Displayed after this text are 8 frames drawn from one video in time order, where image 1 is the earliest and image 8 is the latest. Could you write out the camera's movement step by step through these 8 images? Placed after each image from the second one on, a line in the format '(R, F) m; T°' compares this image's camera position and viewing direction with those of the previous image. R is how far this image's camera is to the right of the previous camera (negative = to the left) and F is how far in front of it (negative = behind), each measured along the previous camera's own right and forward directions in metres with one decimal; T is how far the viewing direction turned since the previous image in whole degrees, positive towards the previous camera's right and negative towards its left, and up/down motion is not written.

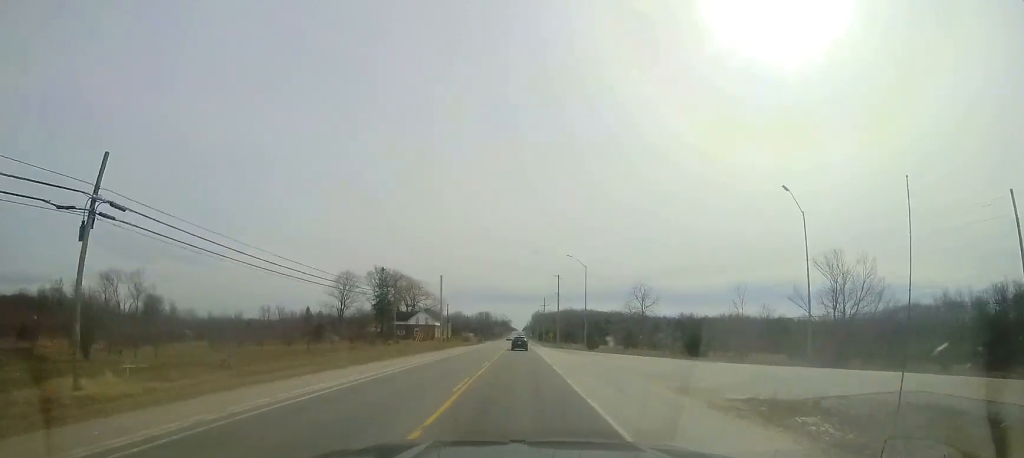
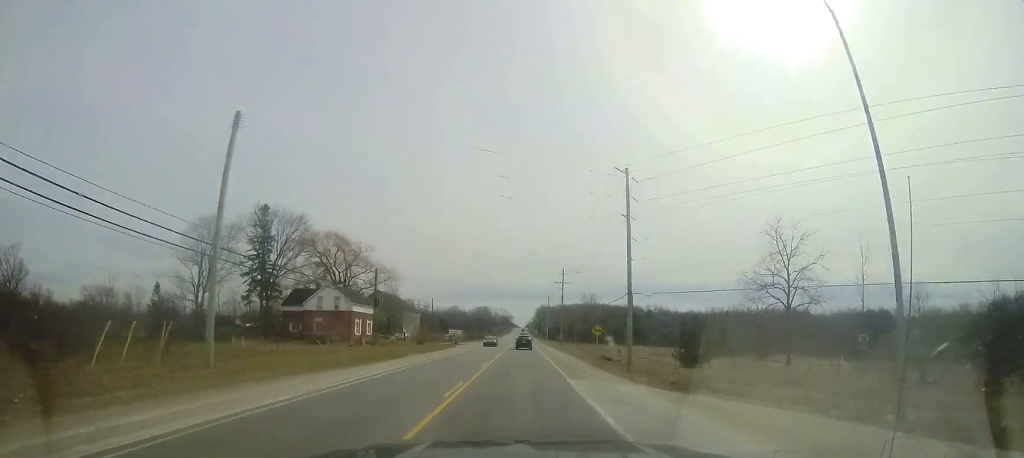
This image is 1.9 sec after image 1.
(-0.7, +47.1) m; -1°
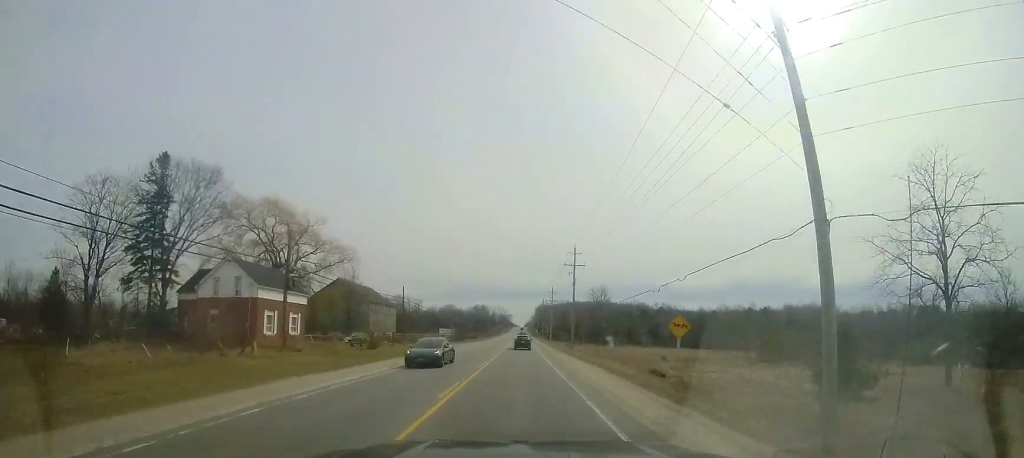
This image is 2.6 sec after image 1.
(0.0, +17.5) m; 0°
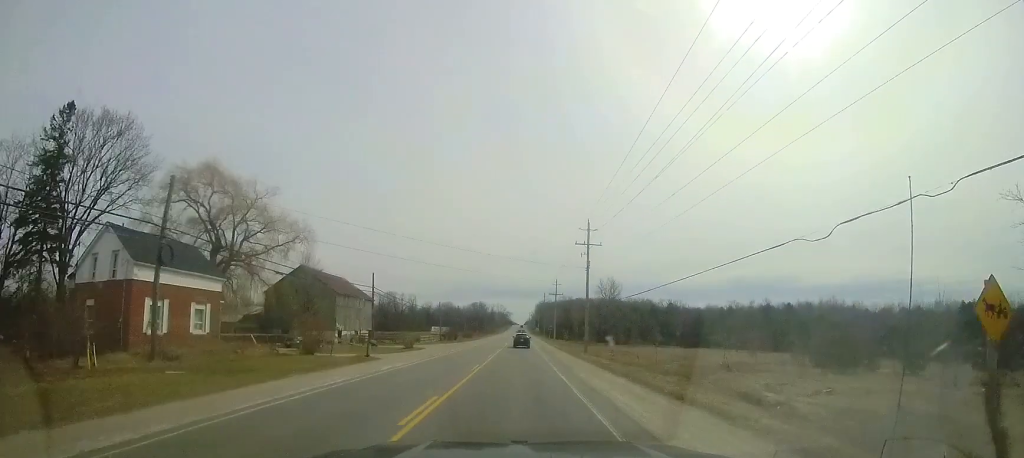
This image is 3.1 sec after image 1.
(0.0, +11.7) m; 0°
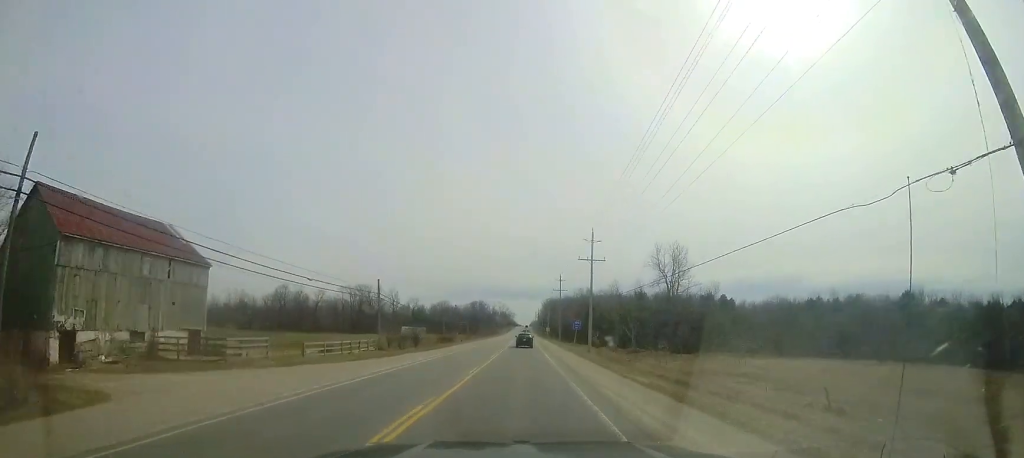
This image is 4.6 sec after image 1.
(0.0, +38.3) m; 0°
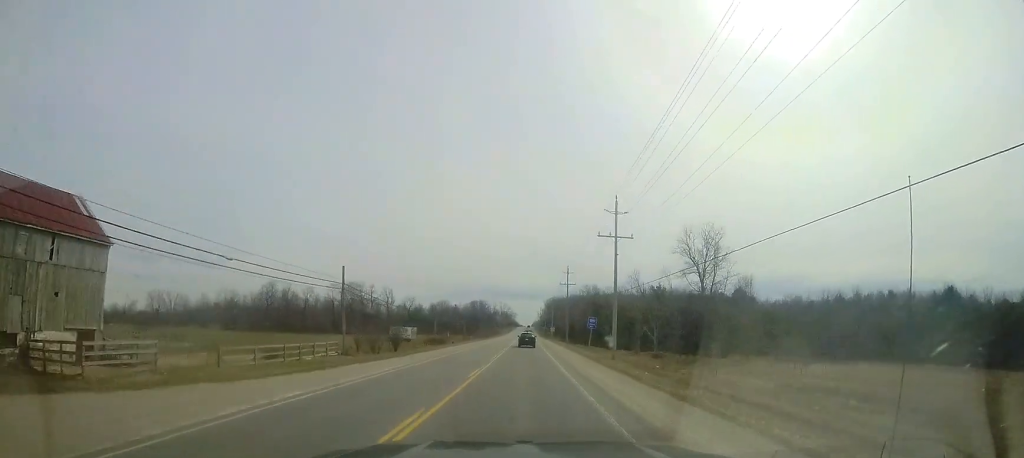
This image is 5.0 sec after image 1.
(0.0, +10.0) m; 0°
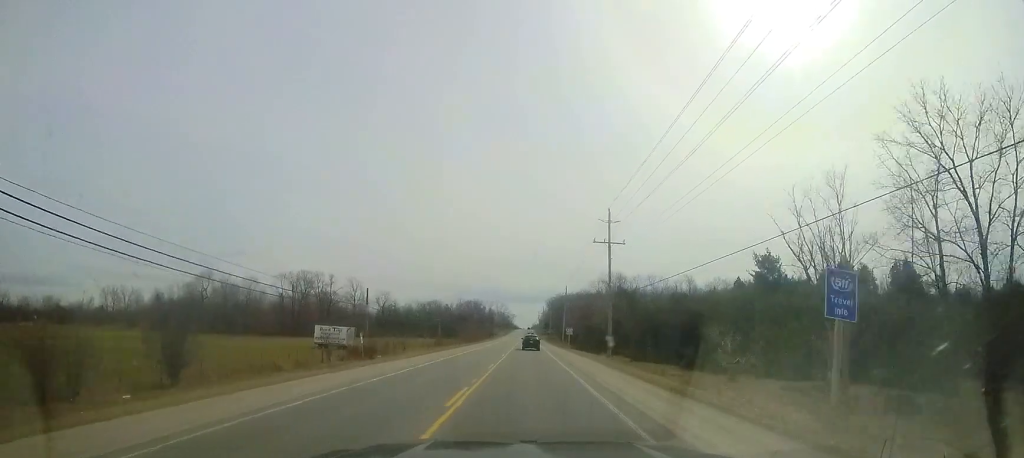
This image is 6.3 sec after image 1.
(0.0, +32.6) m; 0°
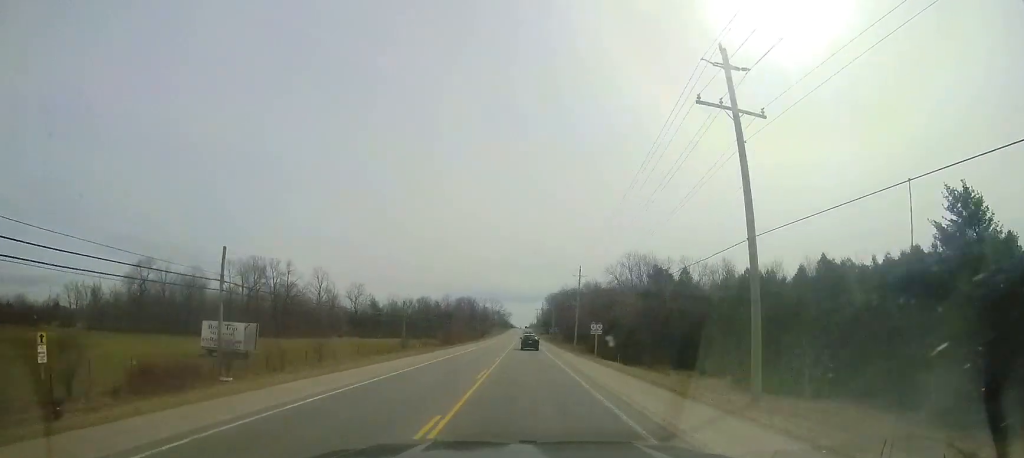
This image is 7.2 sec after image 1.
(+0.1, +21.9) m; 0°
